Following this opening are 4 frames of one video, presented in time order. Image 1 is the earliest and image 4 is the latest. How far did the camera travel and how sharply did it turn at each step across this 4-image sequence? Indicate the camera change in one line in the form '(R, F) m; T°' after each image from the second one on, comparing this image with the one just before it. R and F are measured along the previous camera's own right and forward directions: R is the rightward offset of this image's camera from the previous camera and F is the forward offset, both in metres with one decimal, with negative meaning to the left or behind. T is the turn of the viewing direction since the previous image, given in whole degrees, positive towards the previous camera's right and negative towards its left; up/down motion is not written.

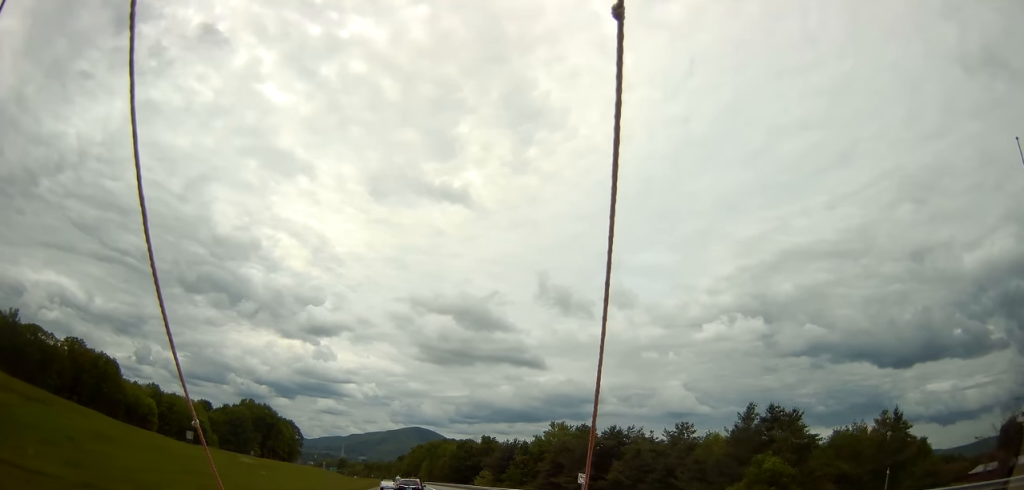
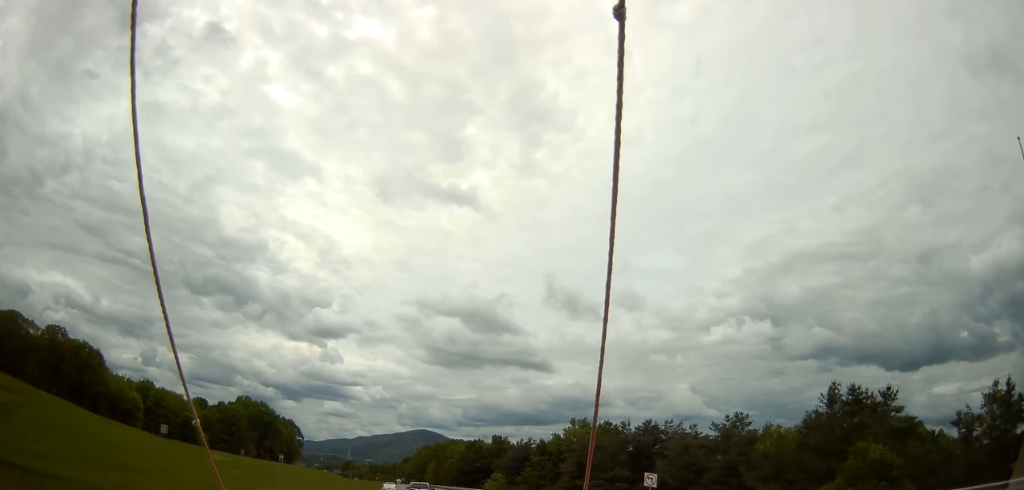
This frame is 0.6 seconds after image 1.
(0.0, +15.5) m; 0°
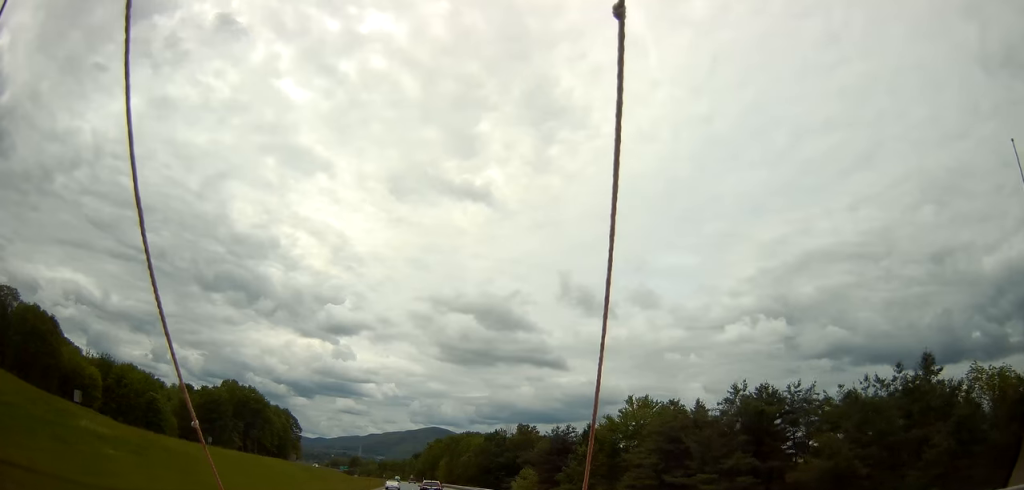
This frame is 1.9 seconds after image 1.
(-0.3, +33.6) m; -1°
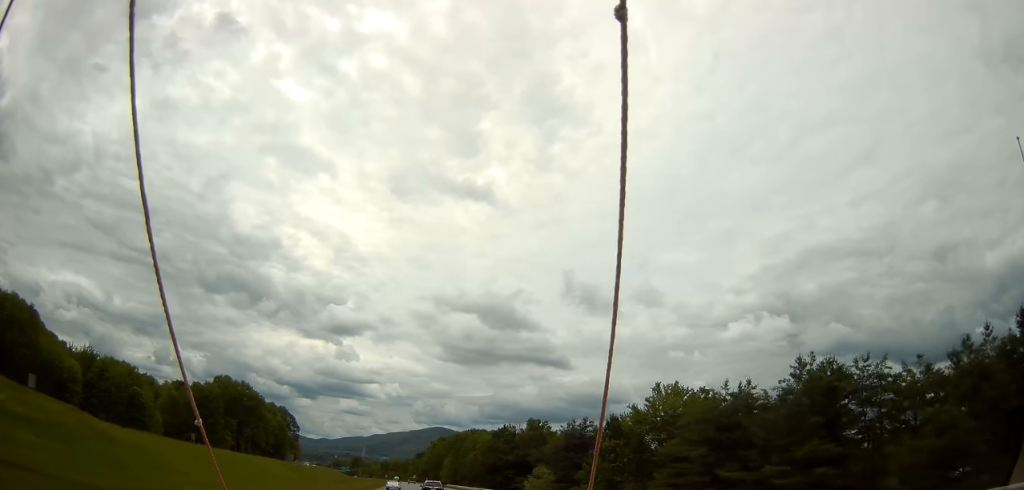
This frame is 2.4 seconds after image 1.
(-0.1, +12.0) m; 0°
